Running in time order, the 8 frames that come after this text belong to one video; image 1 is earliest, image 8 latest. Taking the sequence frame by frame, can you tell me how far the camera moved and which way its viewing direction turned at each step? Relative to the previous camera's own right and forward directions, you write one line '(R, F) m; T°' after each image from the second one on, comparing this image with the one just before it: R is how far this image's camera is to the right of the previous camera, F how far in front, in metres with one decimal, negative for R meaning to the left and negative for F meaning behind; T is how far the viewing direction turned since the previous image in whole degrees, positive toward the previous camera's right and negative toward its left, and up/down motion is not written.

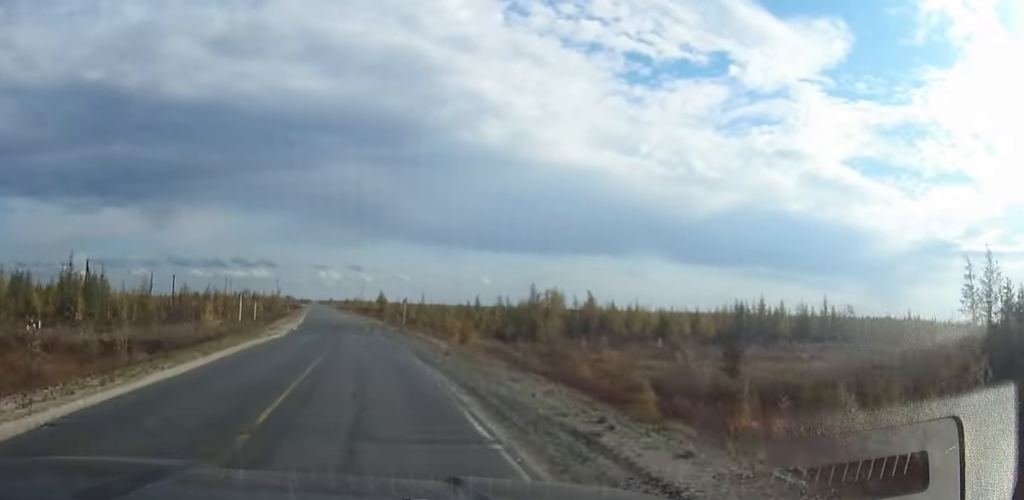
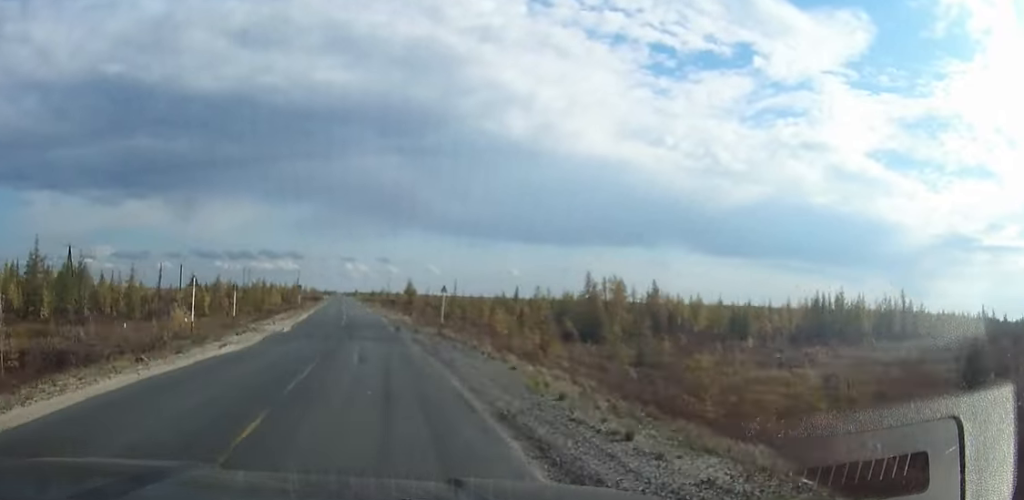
(-0.2, +13.5) m; -1°
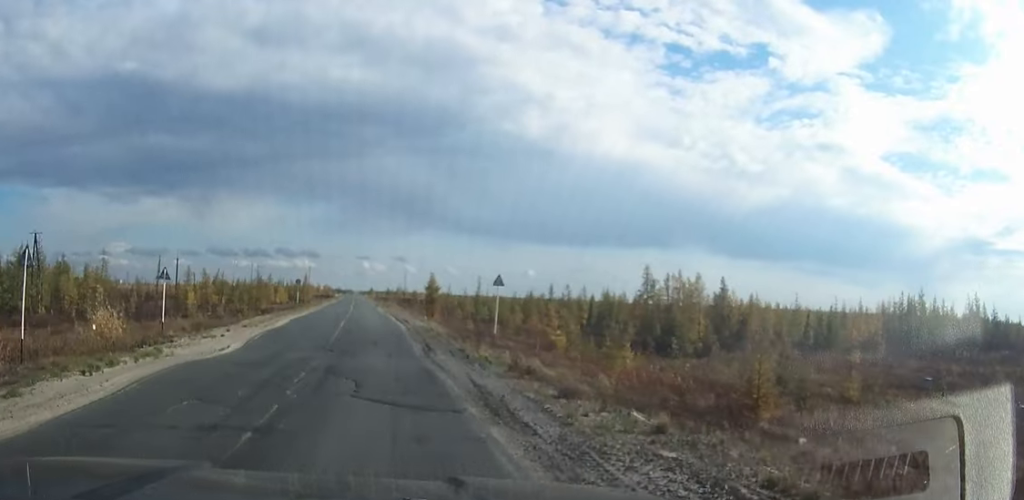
(-0.2, +13.9) m; -1°
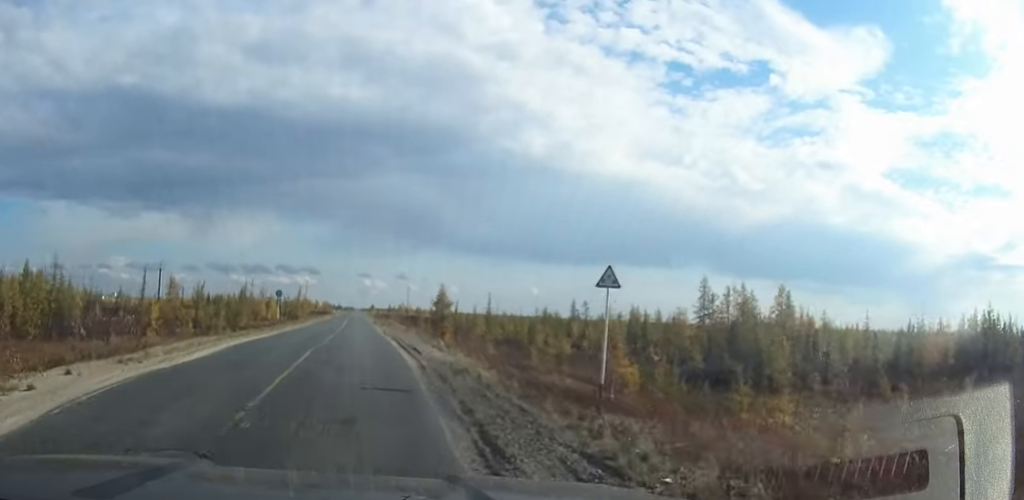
(-0.2, +14.9) m; -2°
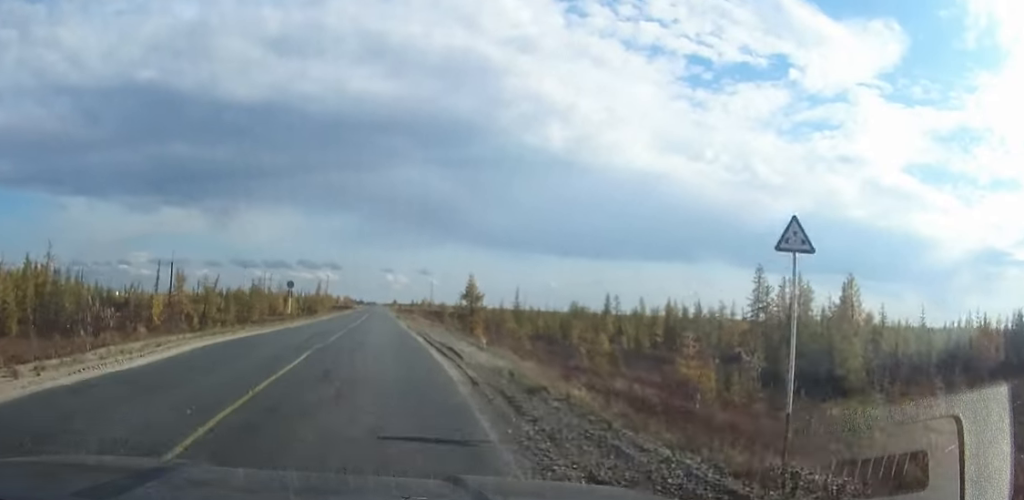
(-0.1, +6.7) m; -1°
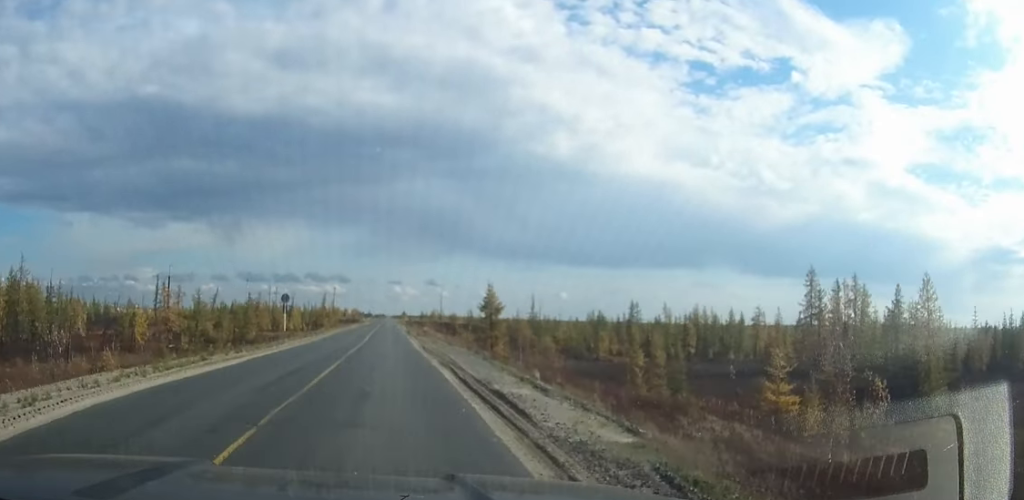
(-0.1, +7.5) m; -1°
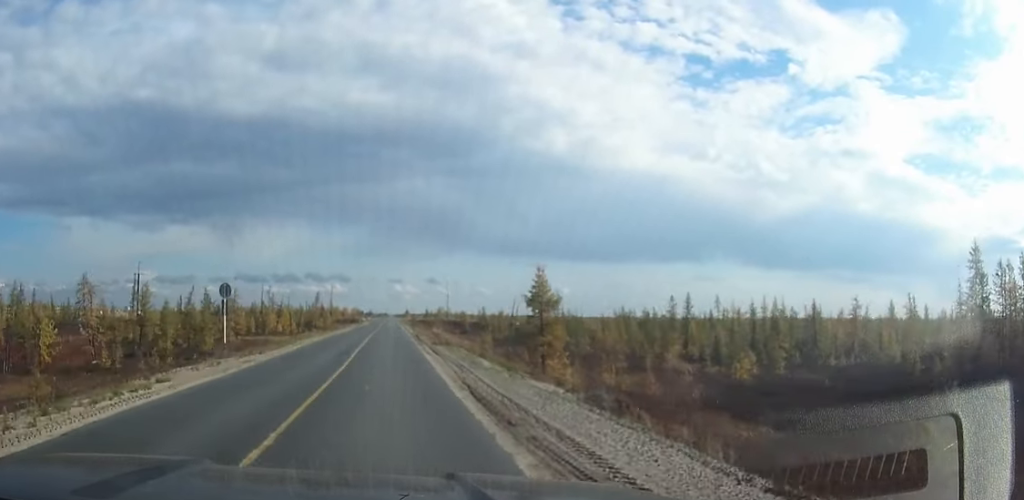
(-0.1, +20.0) m; 0°
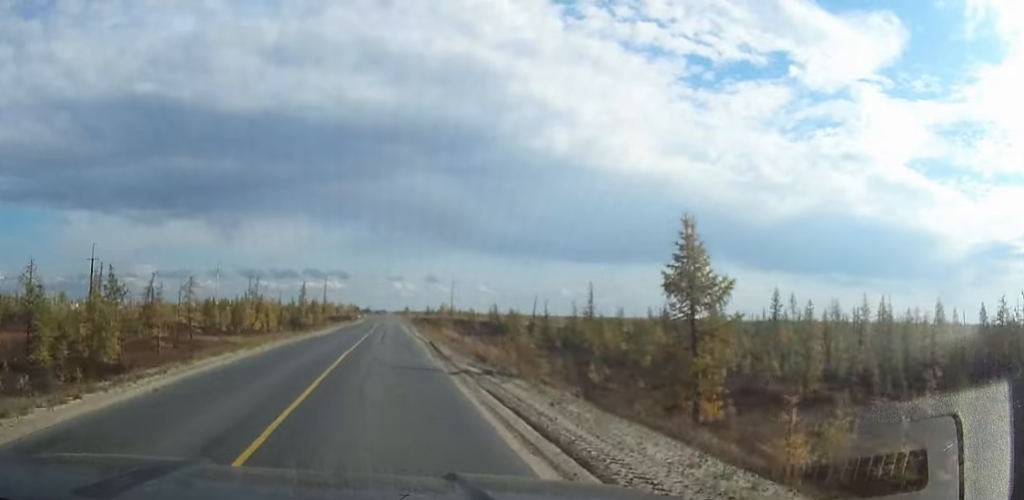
(0.0, +20.6) m; 0°
